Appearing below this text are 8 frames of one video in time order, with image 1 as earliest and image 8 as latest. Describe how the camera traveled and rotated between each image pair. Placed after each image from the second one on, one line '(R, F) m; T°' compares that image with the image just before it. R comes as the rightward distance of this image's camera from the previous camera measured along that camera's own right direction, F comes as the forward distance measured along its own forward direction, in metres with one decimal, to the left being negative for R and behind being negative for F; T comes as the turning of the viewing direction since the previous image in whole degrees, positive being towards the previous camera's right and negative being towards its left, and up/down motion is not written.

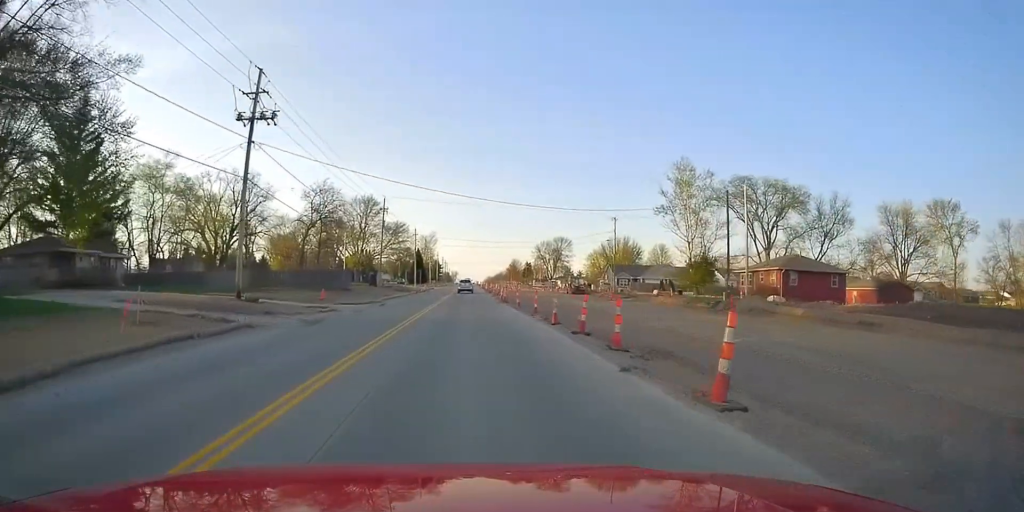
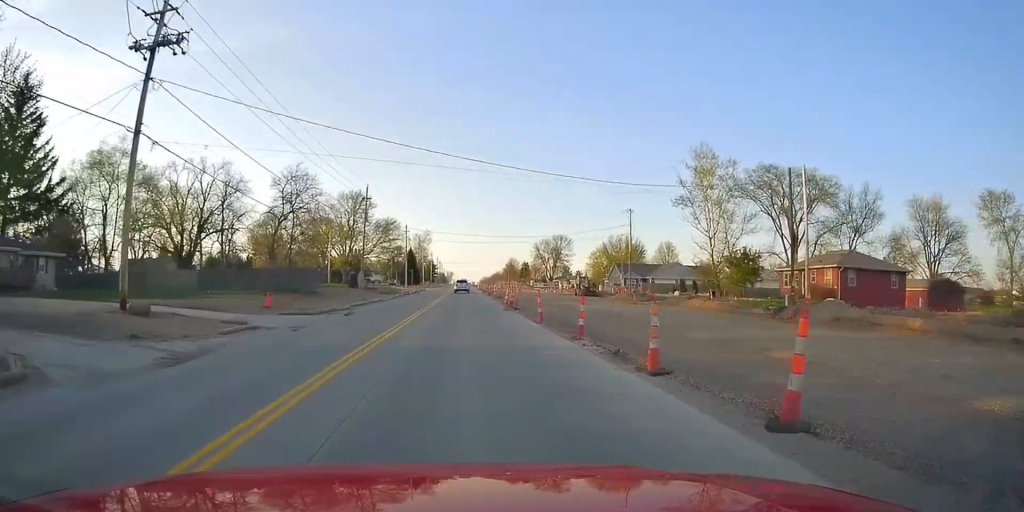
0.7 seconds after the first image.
(0.0, +10.7) m; 0°
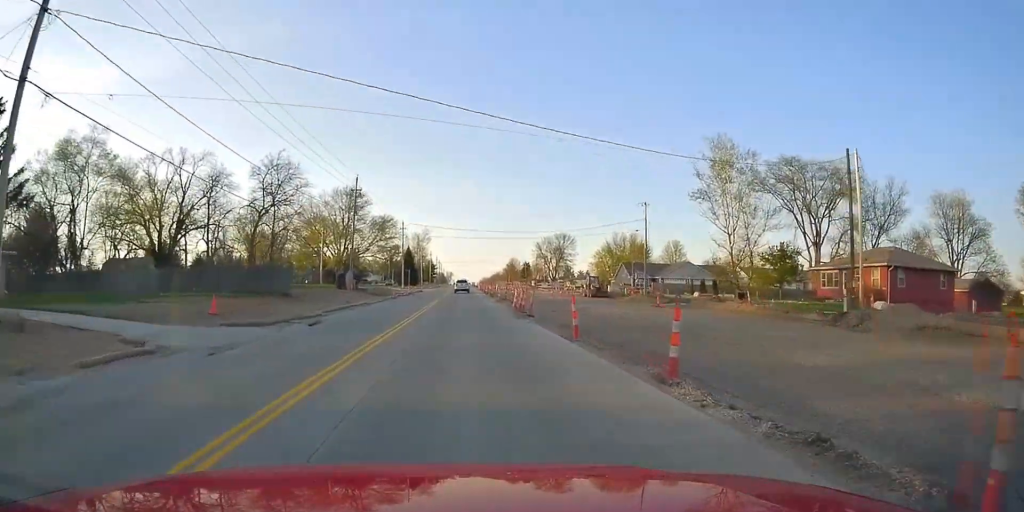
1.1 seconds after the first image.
(0.0, +6.8) m; 0°
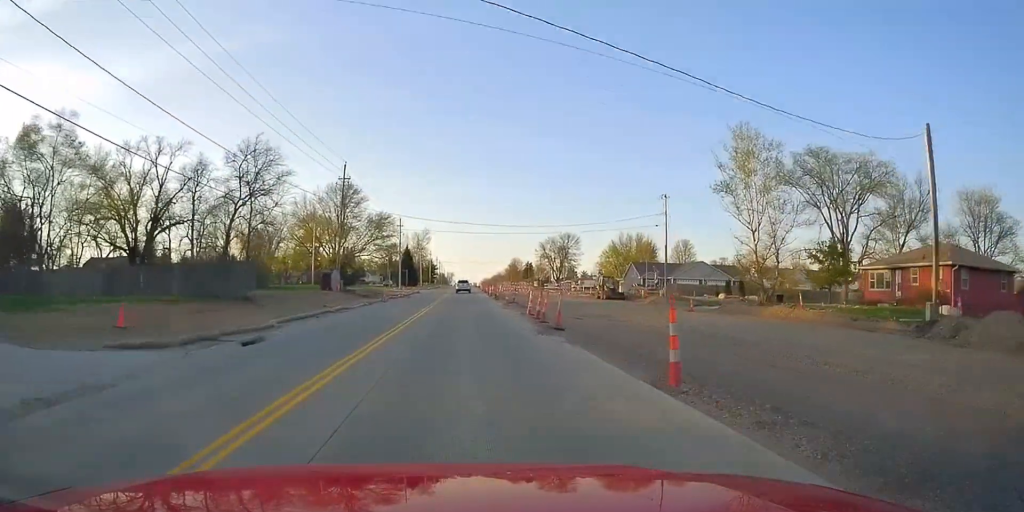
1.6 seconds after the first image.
(0.0, +6.9) m; 0°
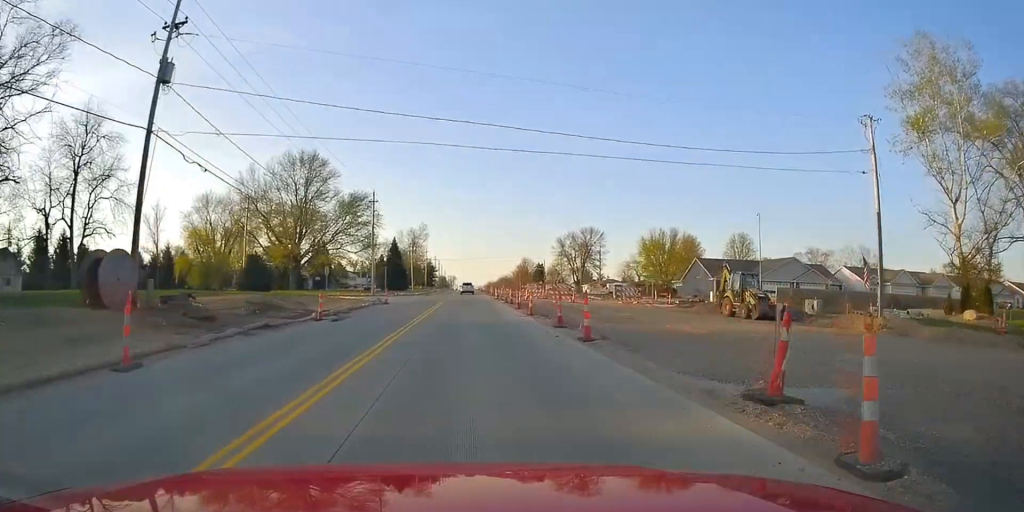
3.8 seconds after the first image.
(0.0, +35.9) m; +1°
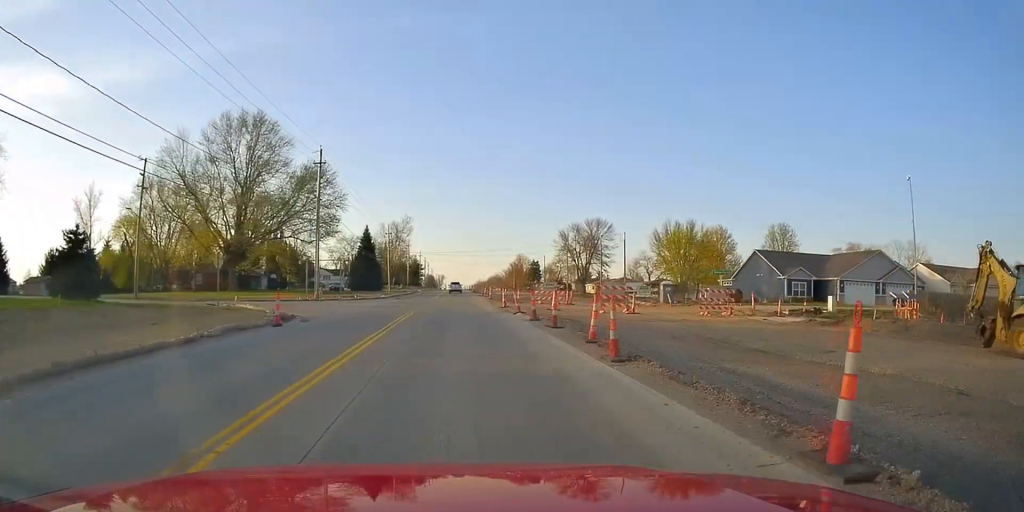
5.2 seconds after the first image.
(+0.9, +23.4) m; +2°
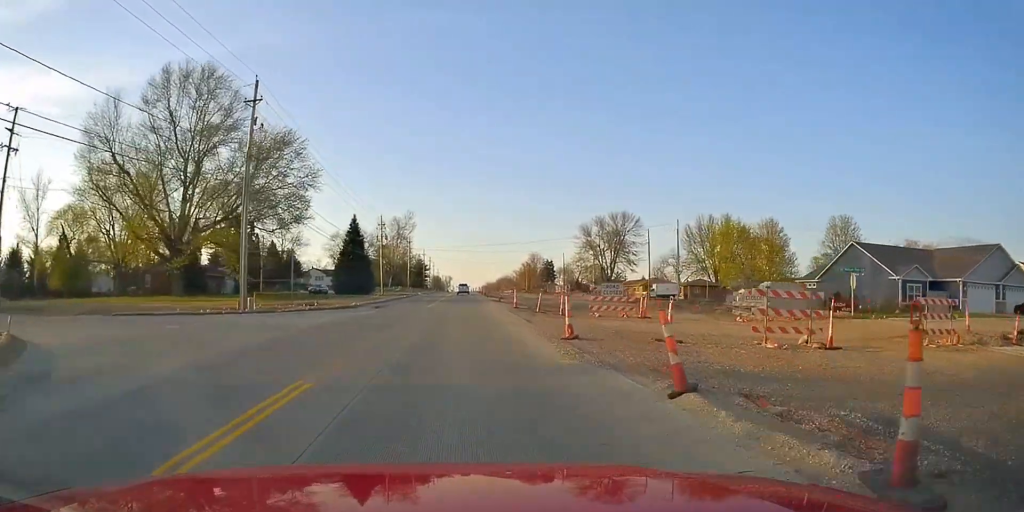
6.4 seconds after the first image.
(-0.8, +19.4) m; -3°
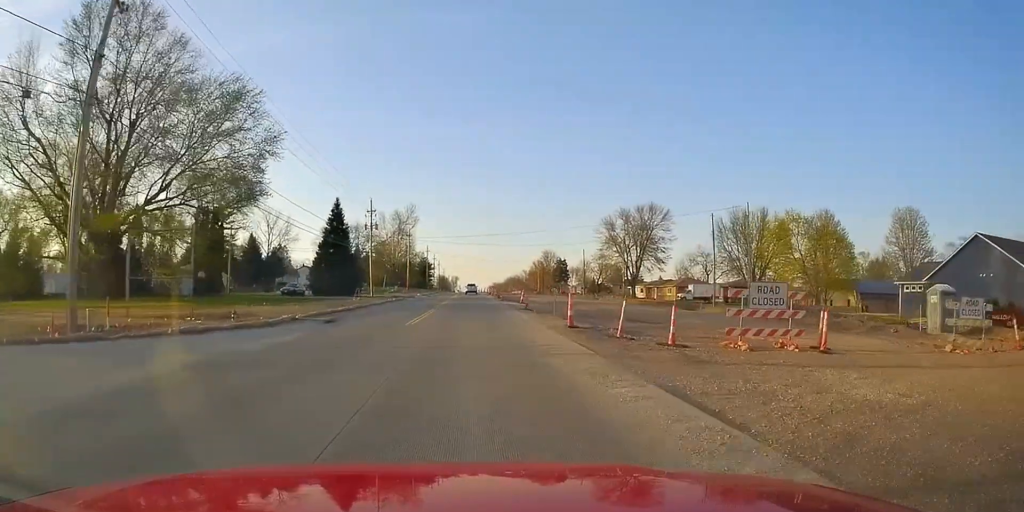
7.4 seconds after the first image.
(0.0, +16.3) m; 0°
